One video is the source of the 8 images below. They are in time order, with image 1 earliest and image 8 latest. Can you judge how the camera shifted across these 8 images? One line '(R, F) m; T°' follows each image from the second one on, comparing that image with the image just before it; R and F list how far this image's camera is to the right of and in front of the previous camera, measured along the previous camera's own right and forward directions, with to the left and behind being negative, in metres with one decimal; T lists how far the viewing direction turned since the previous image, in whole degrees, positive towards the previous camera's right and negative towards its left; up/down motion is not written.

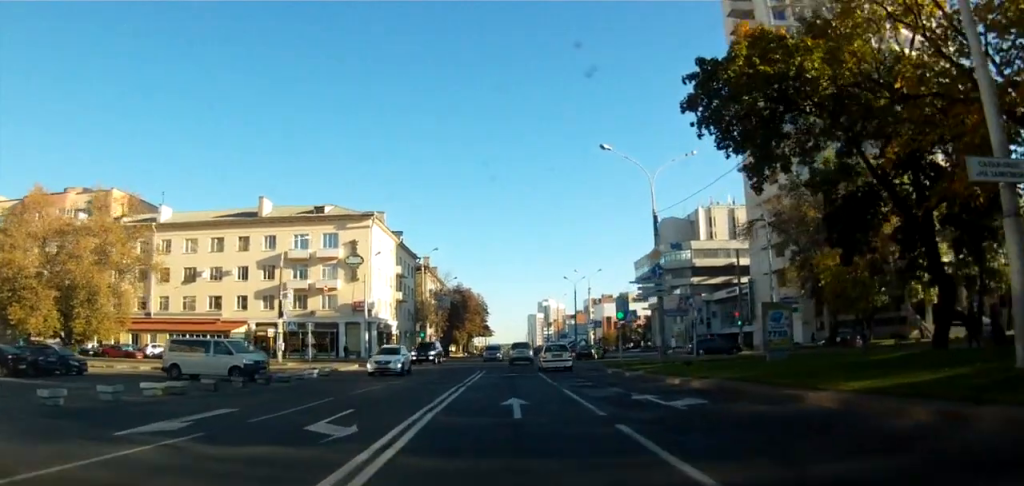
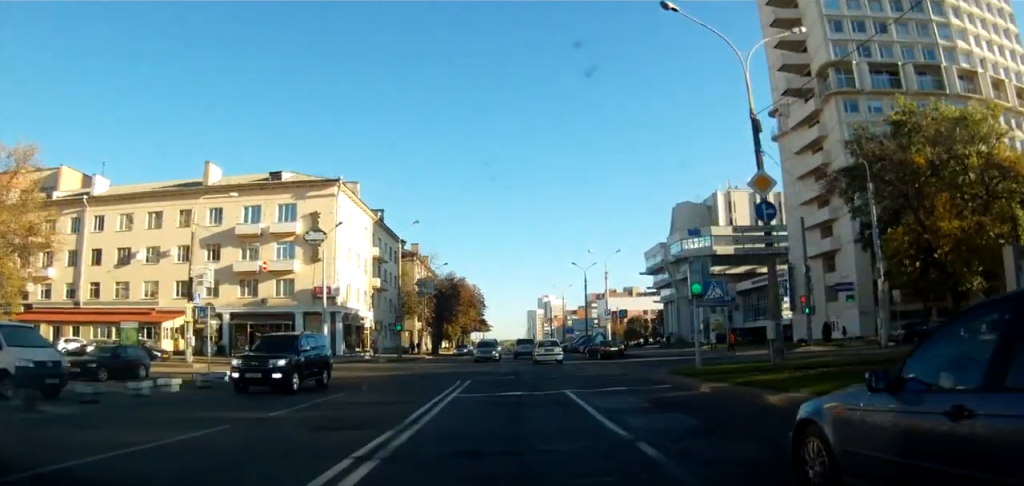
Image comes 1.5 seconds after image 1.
(-0.4, +12.3) m; -2°
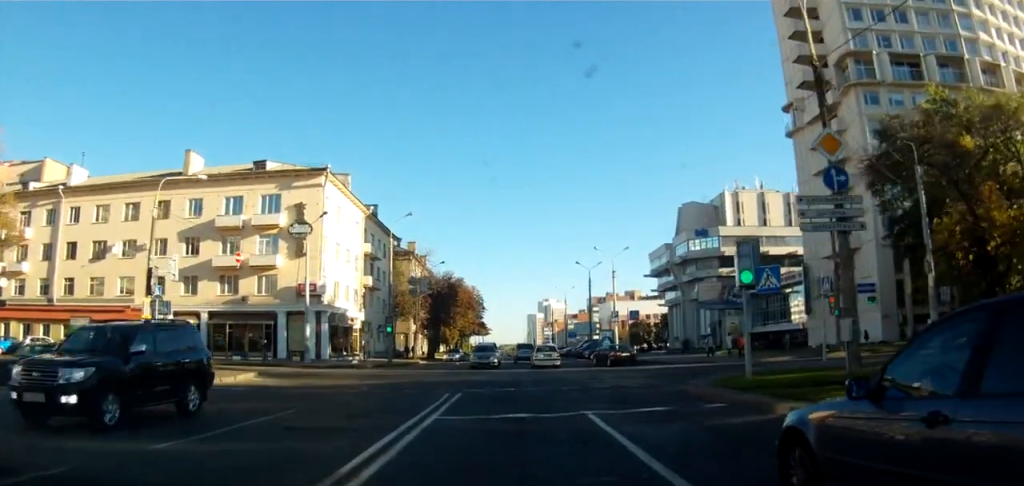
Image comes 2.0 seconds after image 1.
(-0.2, +3.8) m; +1°
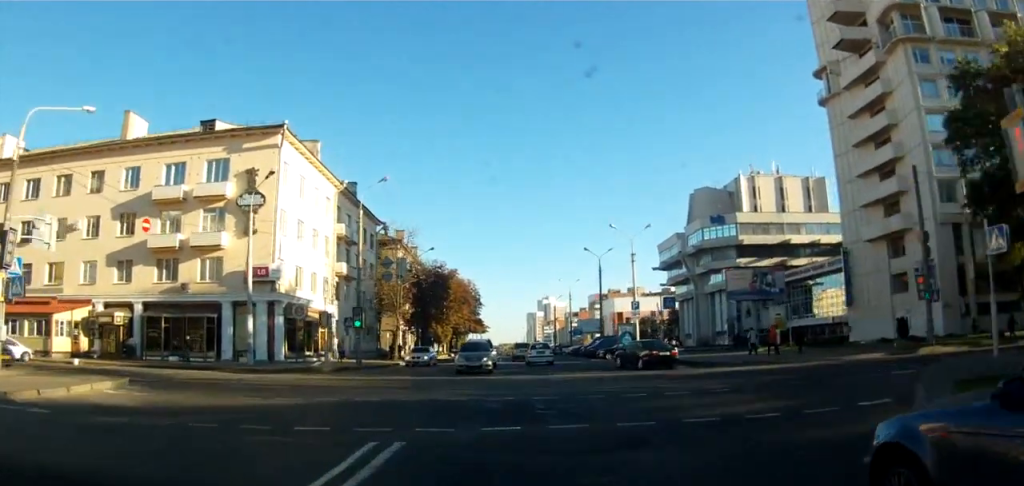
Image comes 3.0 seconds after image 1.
(+0.4, +9.1) m; +5°
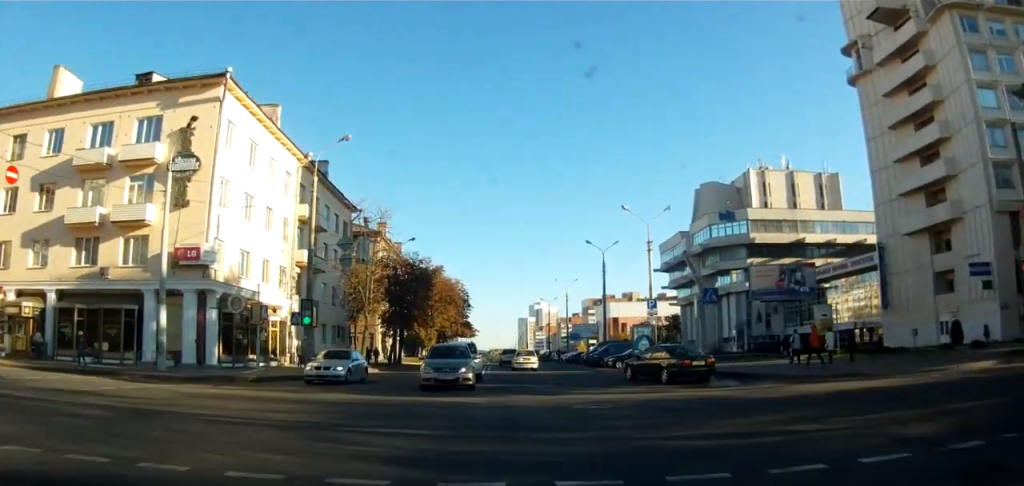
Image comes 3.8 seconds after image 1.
(+0.3, +8.7) m; +3°
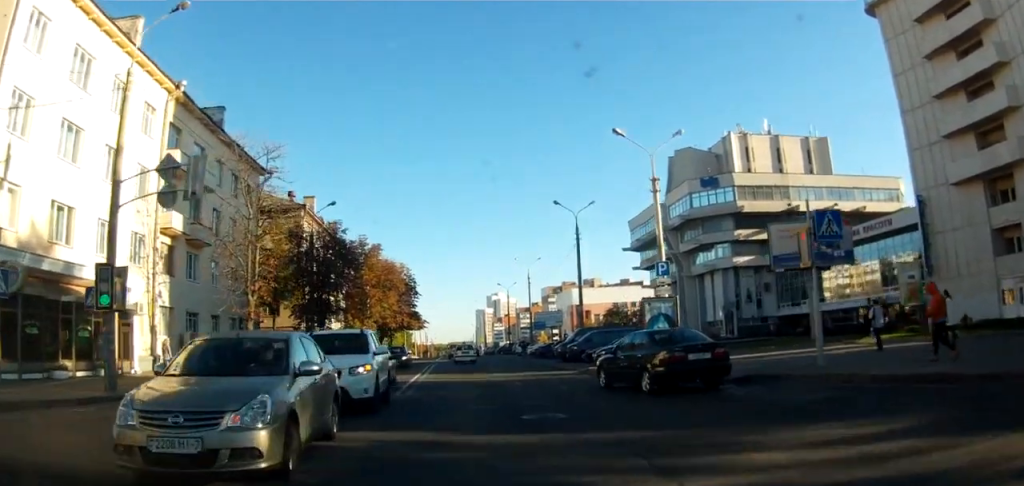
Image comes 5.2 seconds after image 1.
(+0.2, +14.8) m; -2°
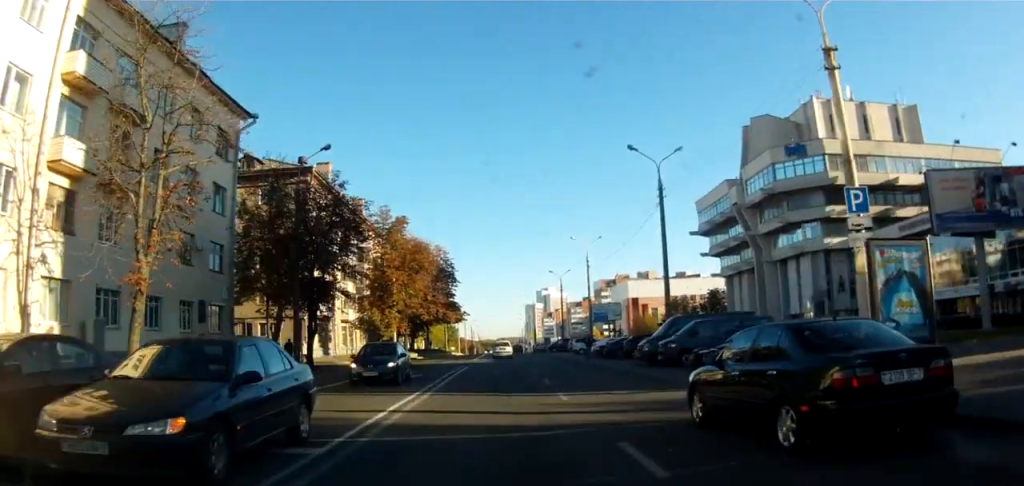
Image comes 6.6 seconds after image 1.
(-0.9, +15.2) m; -4°
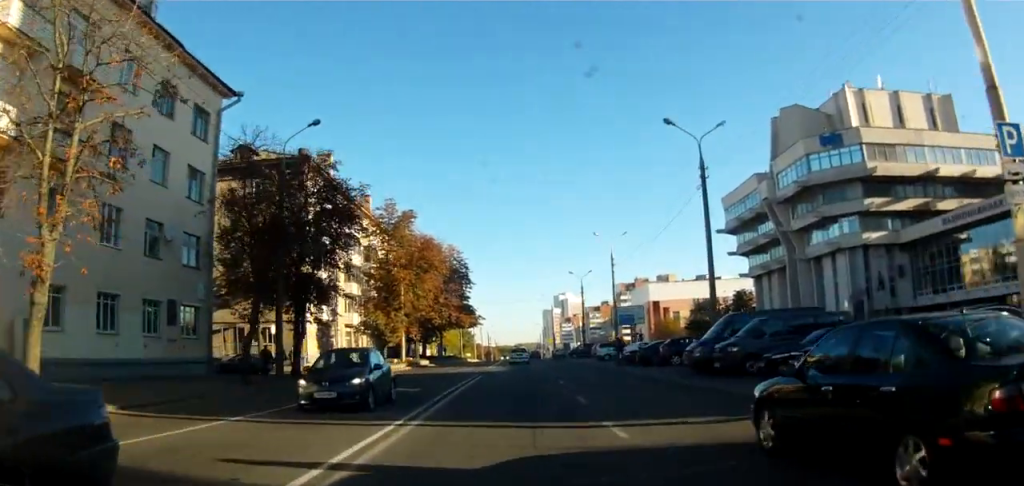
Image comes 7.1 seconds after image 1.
(-0.2, +6.2) m; 0°
